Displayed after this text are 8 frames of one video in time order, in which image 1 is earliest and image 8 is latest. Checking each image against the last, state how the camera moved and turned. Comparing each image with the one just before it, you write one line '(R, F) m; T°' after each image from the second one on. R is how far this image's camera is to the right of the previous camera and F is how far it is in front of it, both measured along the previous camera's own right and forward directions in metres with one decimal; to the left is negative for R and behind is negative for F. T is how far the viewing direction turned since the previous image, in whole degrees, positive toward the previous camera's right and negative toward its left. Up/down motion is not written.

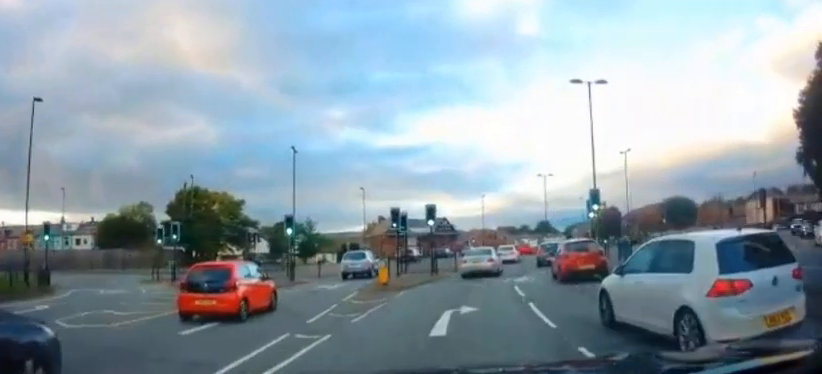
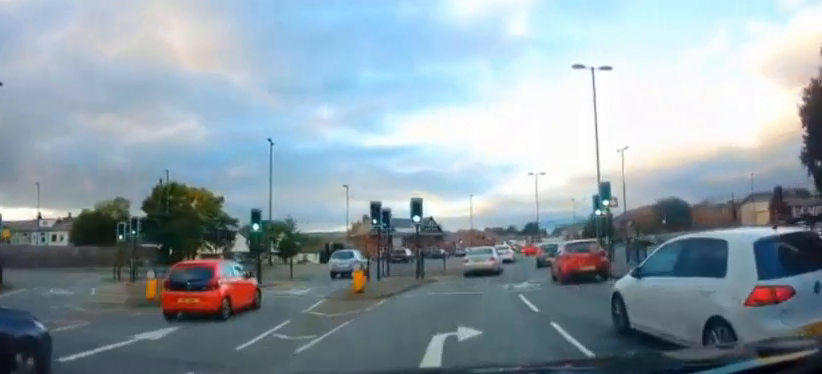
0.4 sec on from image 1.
(-0.1, +2.9) m; +1°
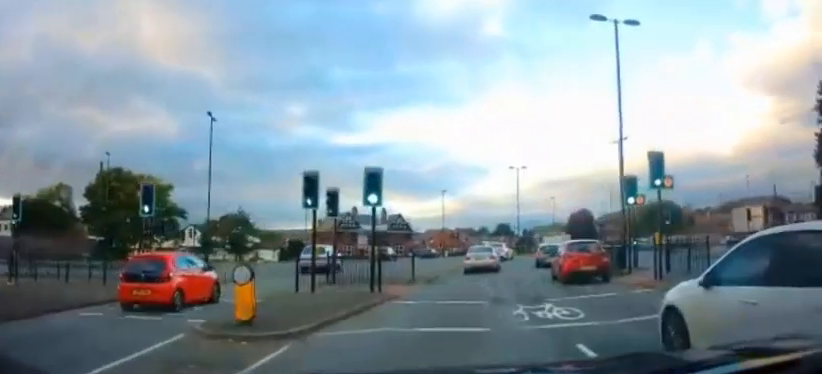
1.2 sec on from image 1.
(+0.2, +6.6) m; +5°
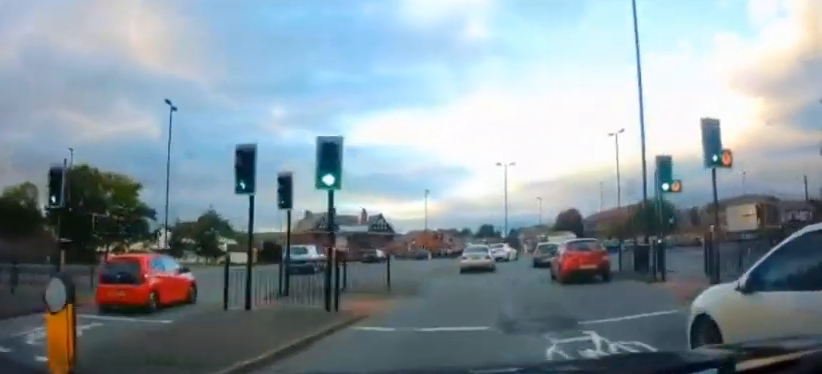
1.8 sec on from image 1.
(+0.2, +4.2) m; +2°
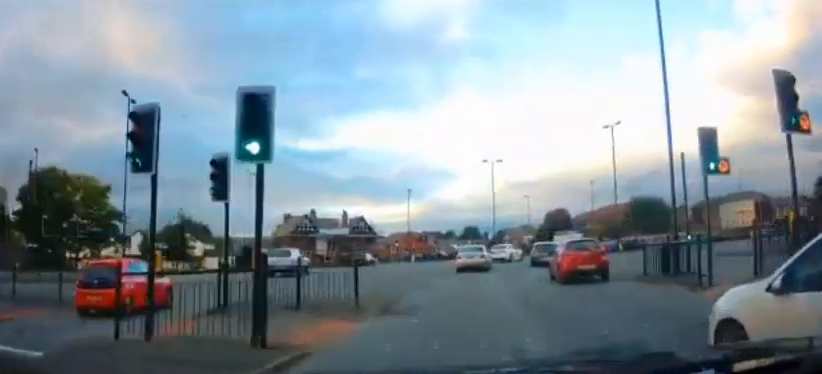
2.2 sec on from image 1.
(+0.1, +3.3) m; +2°
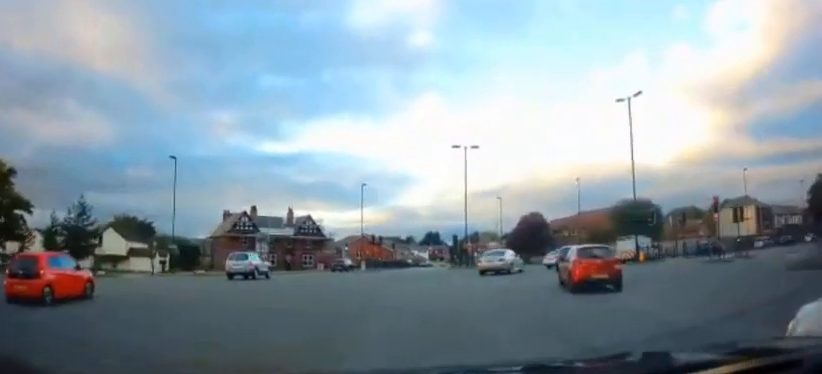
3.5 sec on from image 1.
(+0.4, +11.3) m; +4°
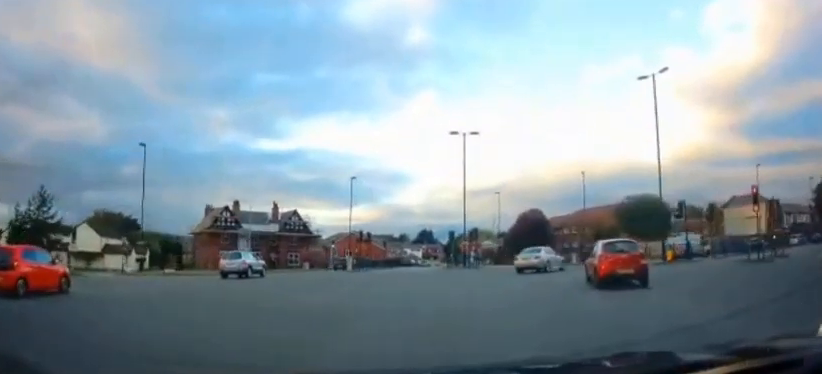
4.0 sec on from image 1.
(+0.1, +4.7) m; +1°
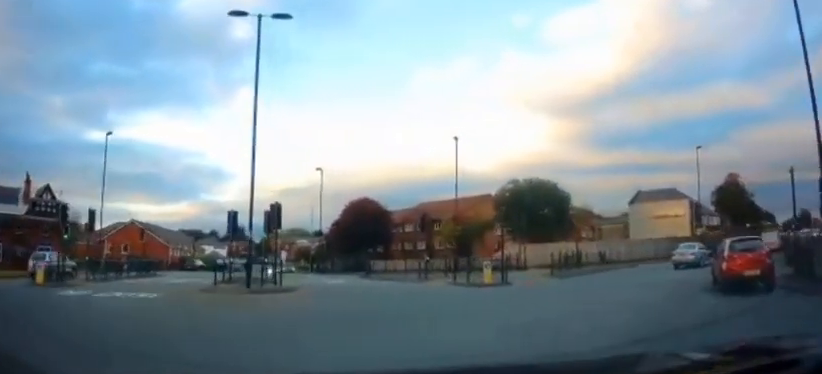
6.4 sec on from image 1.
(+2.5, +22.0) m; +23°
